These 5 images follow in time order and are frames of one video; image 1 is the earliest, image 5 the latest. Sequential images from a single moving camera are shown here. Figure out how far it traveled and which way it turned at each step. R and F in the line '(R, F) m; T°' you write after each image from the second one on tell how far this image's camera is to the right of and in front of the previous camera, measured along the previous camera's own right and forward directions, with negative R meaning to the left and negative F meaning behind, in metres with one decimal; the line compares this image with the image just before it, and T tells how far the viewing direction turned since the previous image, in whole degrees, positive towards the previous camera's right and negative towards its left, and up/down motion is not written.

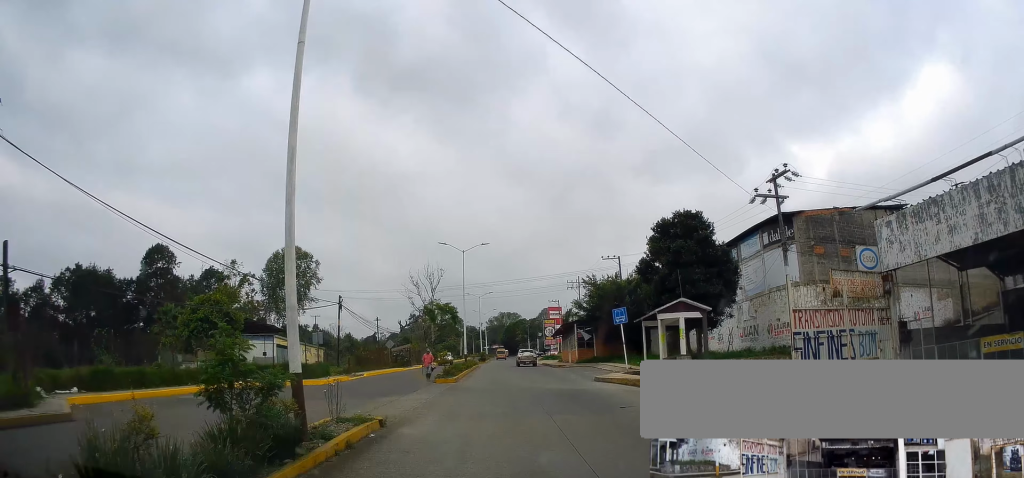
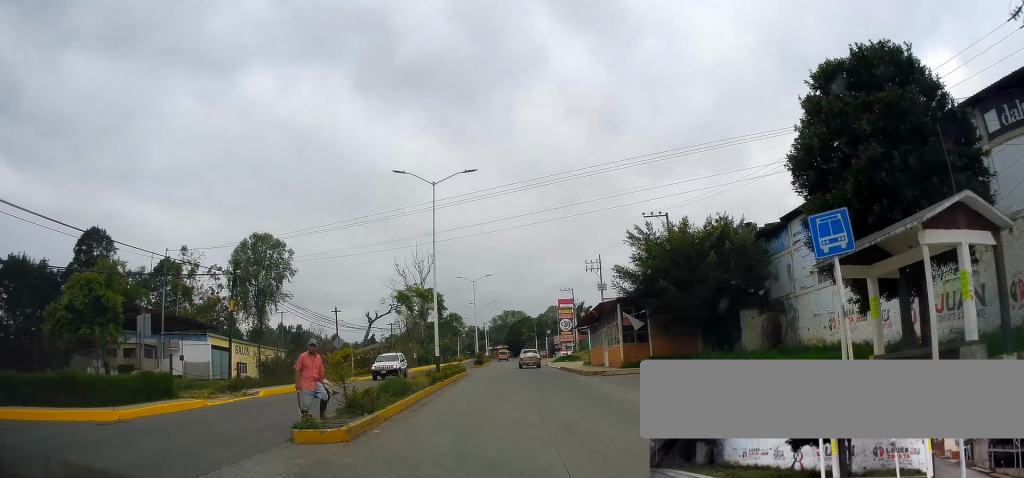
(+0.3, +18.4) m; -1°
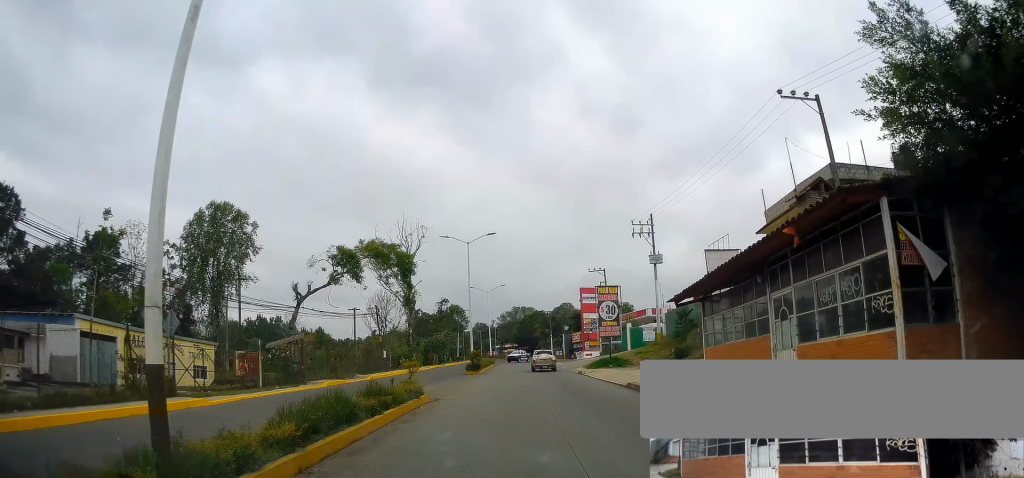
(-0.4, +22.2) m; -1°
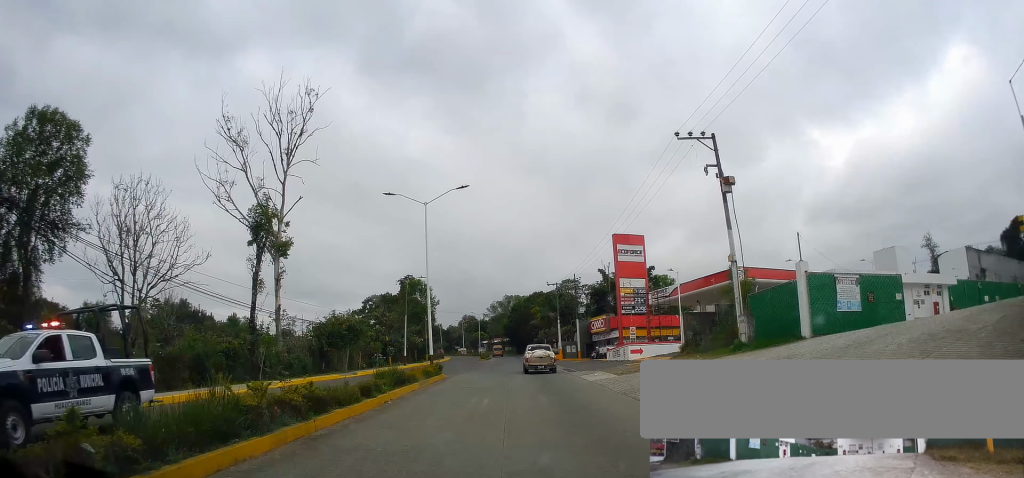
(+1.9, +44.6) m; 0°
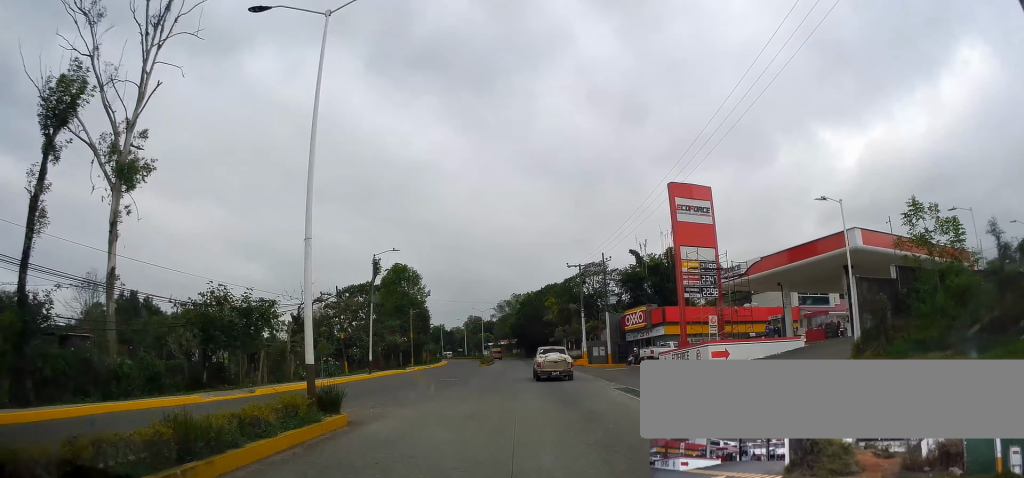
(-1.1, +18.2) m; -2°
